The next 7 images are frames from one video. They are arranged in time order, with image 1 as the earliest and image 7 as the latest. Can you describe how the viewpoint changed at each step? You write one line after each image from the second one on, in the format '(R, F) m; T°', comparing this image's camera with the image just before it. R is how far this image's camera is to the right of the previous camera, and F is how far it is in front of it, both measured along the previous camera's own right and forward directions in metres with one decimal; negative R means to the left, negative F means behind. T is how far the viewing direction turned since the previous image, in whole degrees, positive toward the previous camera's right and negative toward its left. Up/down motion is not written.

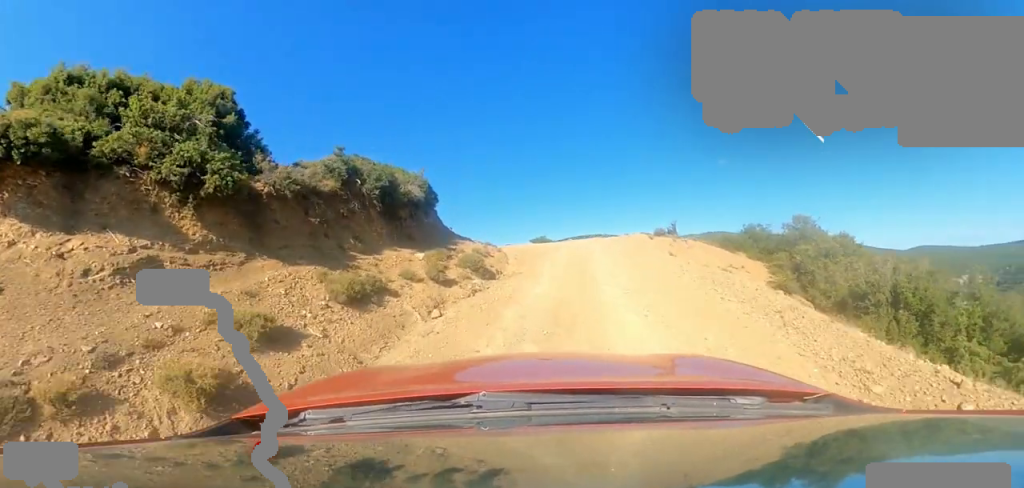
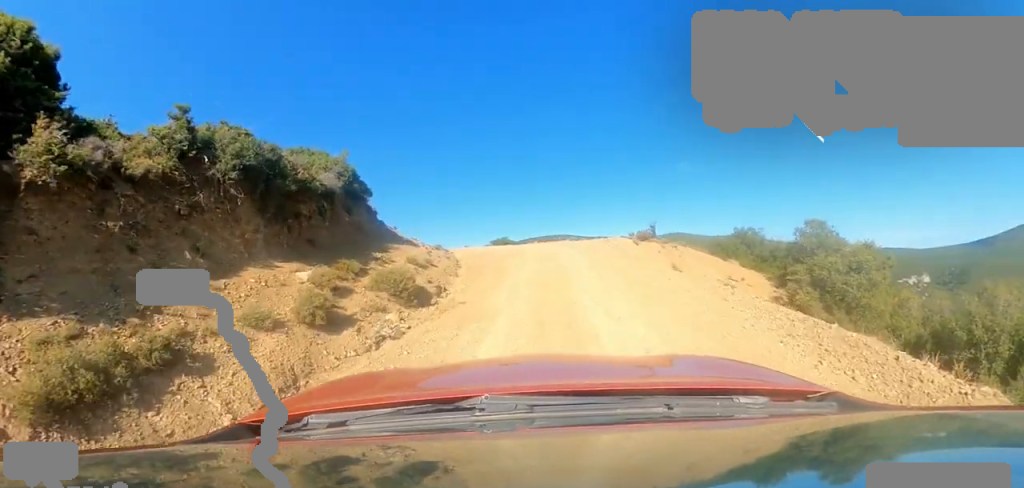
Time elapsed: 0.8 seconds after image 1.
(+0.4, +3.8) m; +17°
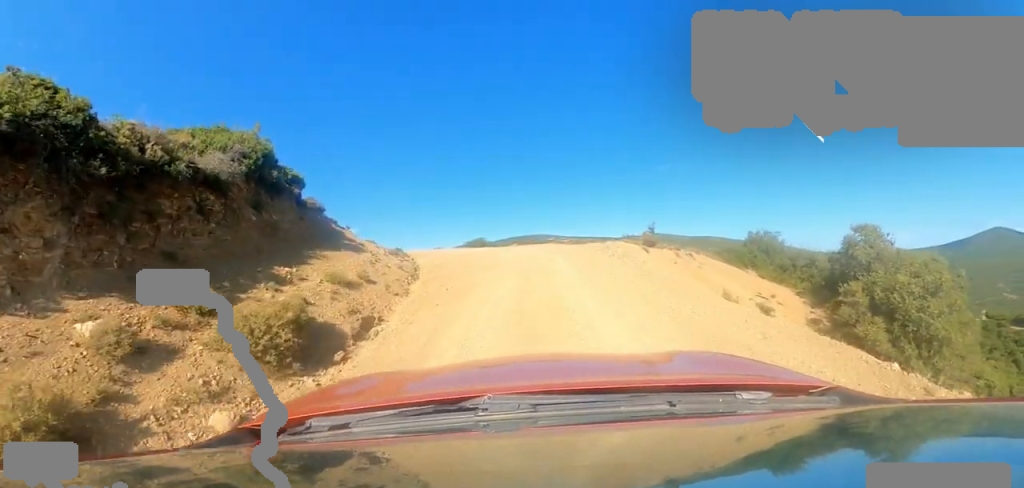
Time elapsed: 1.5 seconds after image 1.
(+0.8, +3.6) m; +11°
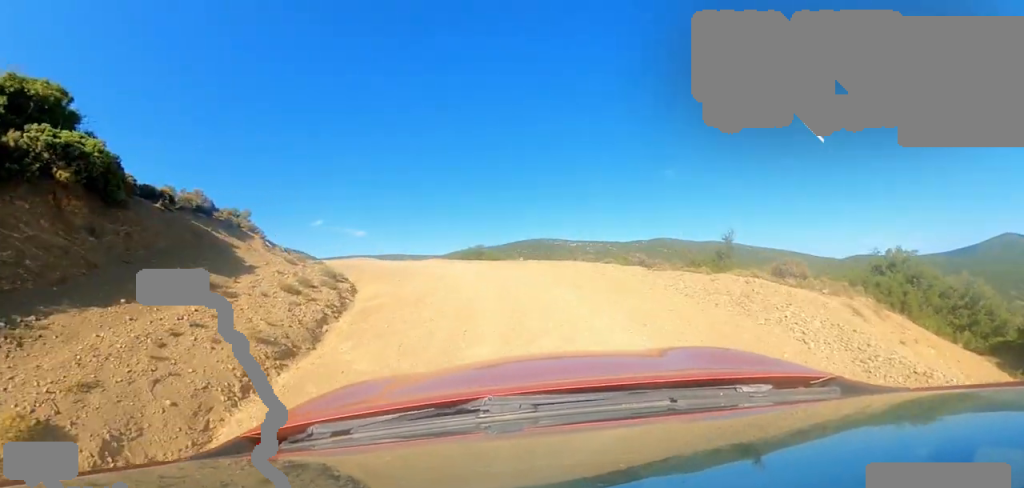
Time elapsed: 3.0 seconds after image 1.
(-1.0, +7.3) m; -15°
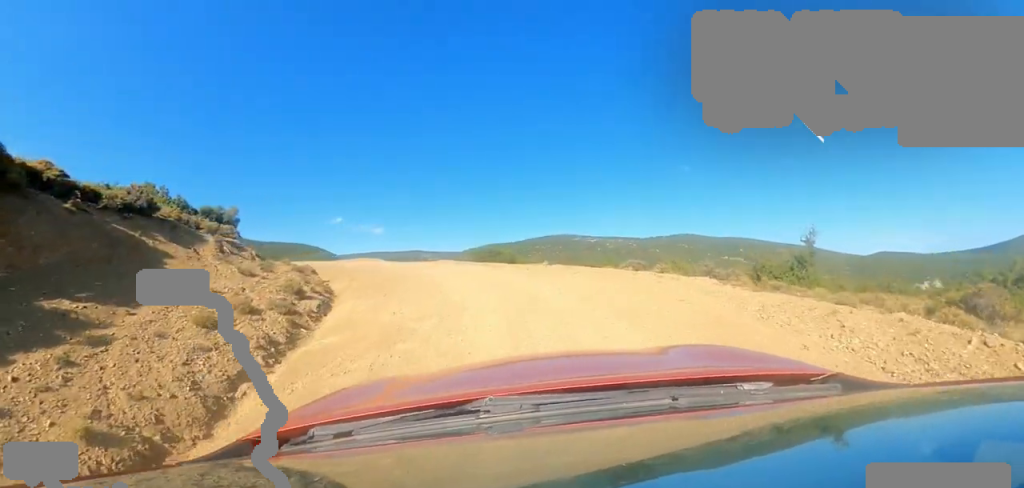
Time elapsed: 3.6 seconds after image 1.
(-0.7, +3.1) m; 0°
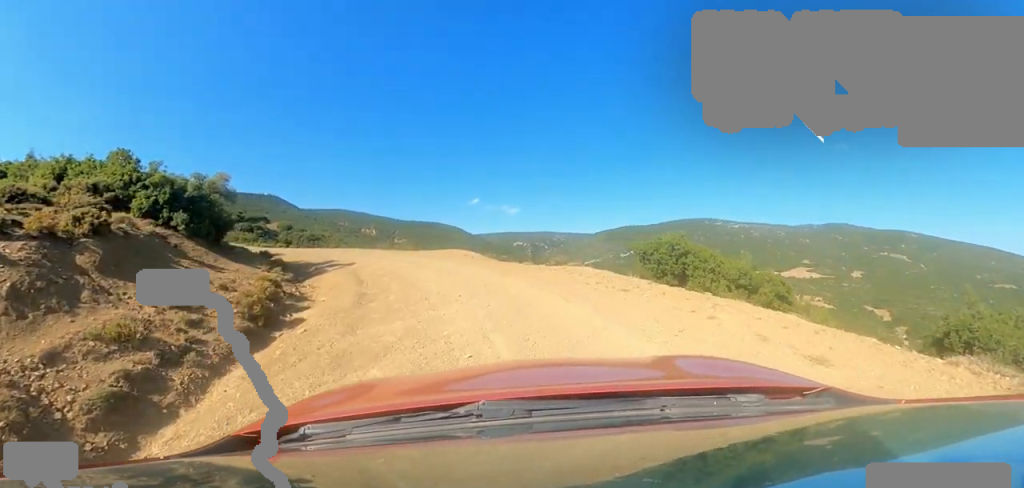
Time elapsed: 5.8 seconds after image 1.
(-0.3, +10.9) m; -17°
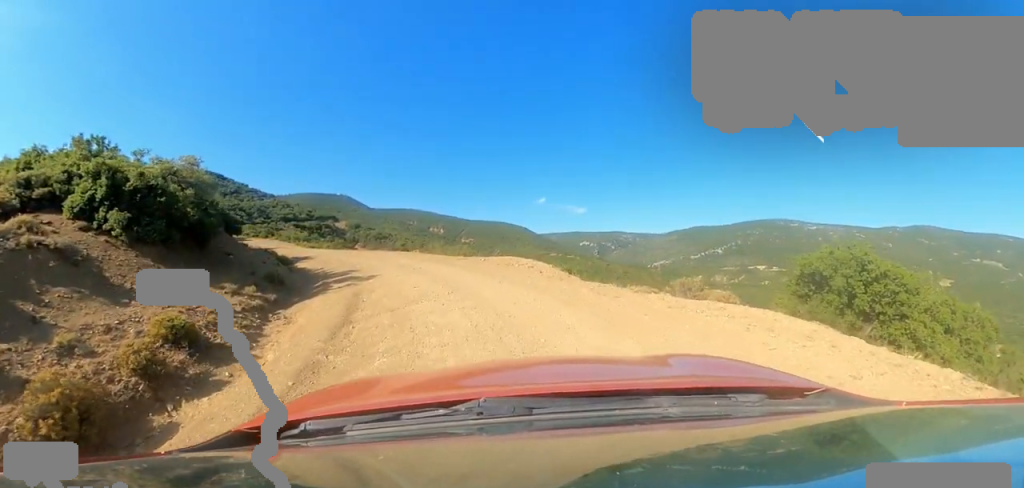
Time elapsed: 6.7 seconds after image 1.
(0.0, +4.7) m; -9°
